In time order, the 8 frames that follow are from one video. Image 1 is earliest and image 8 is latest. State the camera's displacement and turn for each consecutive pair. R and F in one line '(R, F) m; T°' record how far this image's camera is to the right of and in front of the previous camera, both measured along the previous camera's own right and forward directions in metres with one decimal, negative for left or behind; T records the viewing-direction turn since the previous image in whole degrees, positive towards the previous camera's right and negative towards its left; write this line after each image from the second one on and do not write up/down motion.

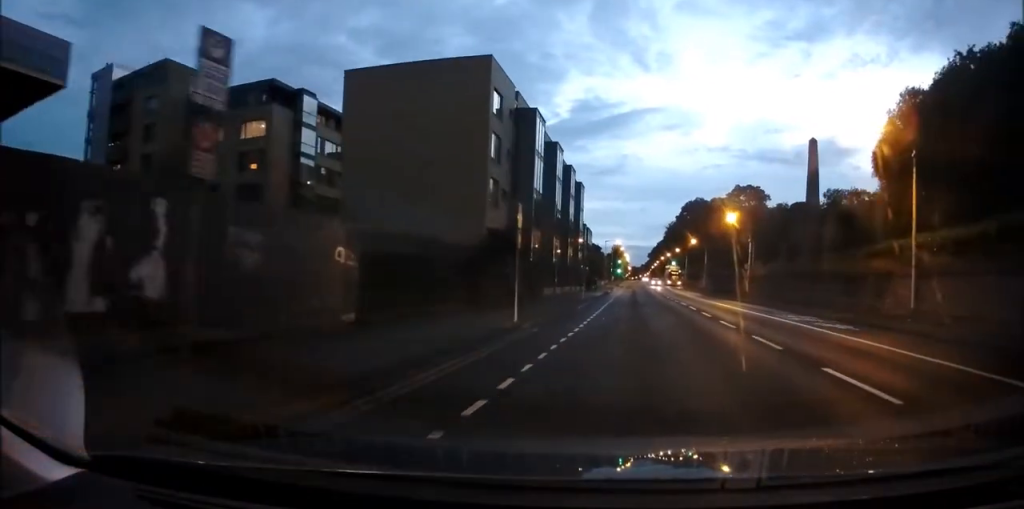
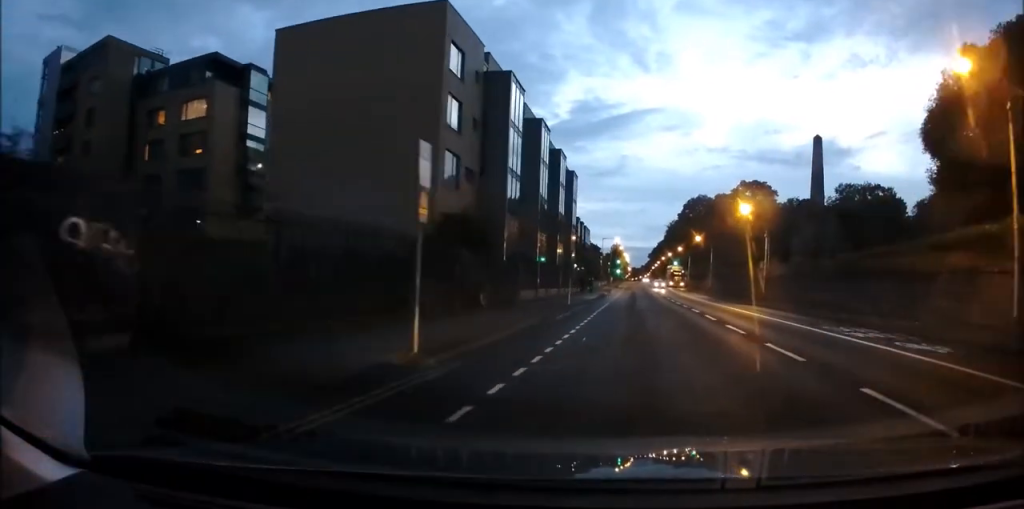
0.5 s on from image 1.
(-0.2, +7.7) m; -1°
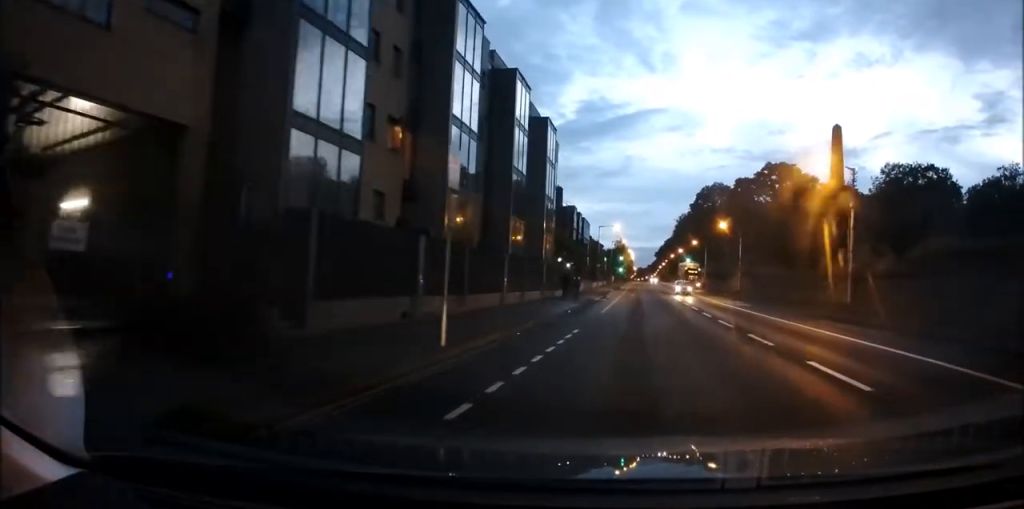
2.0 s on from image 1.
(0.0, +20.6) m; +2°
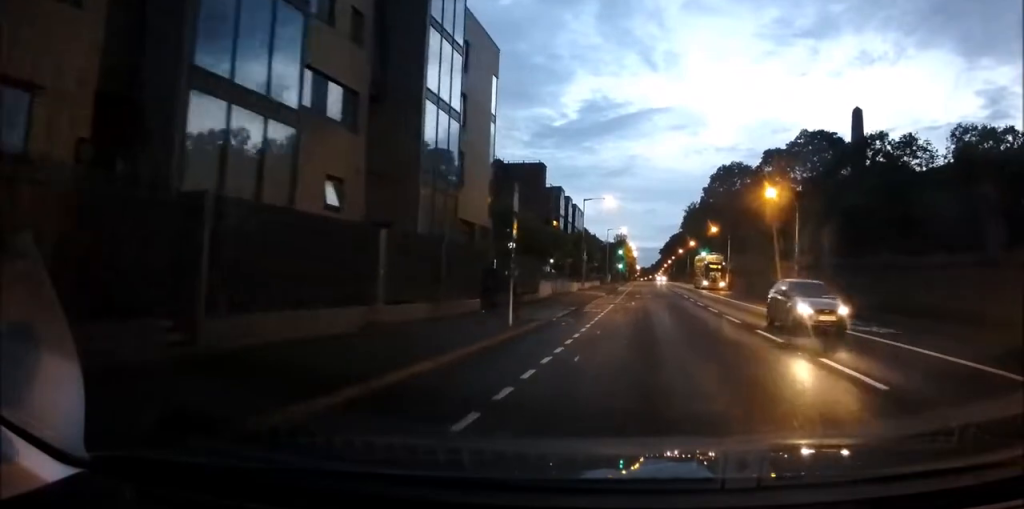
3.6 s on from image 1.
(0.0, +23.6) m; -2°
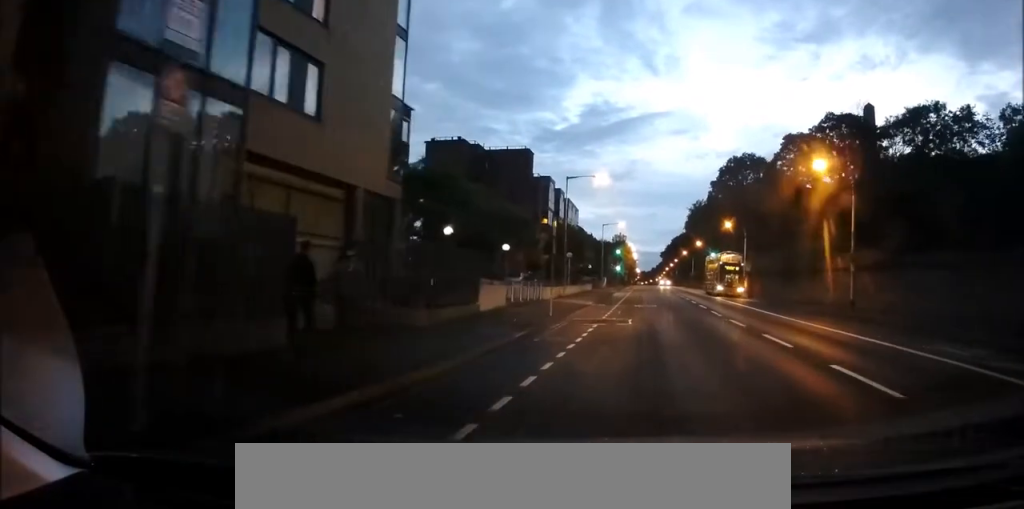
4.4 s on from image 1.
(-0.1, +12.1) m; 0°
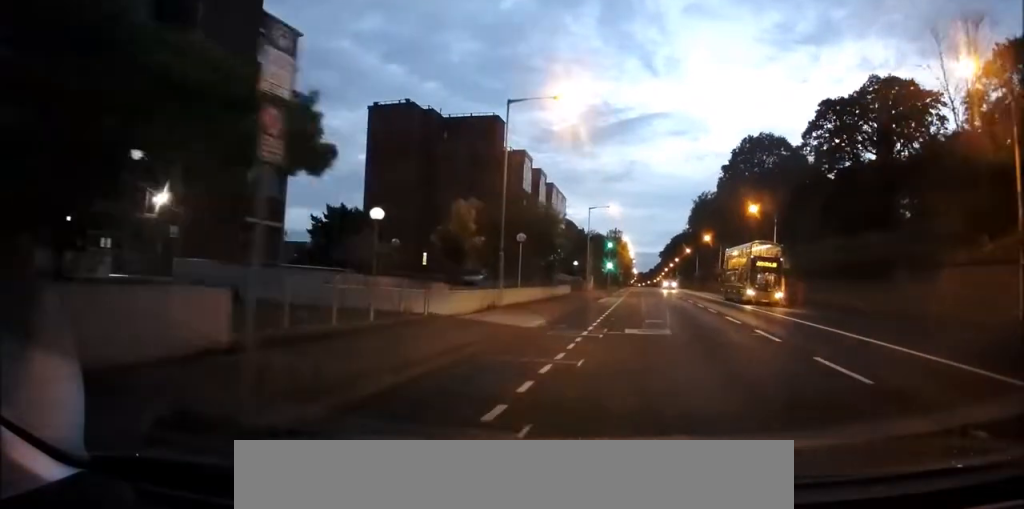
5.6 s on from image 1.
(0.0, +16.3) m; +2°
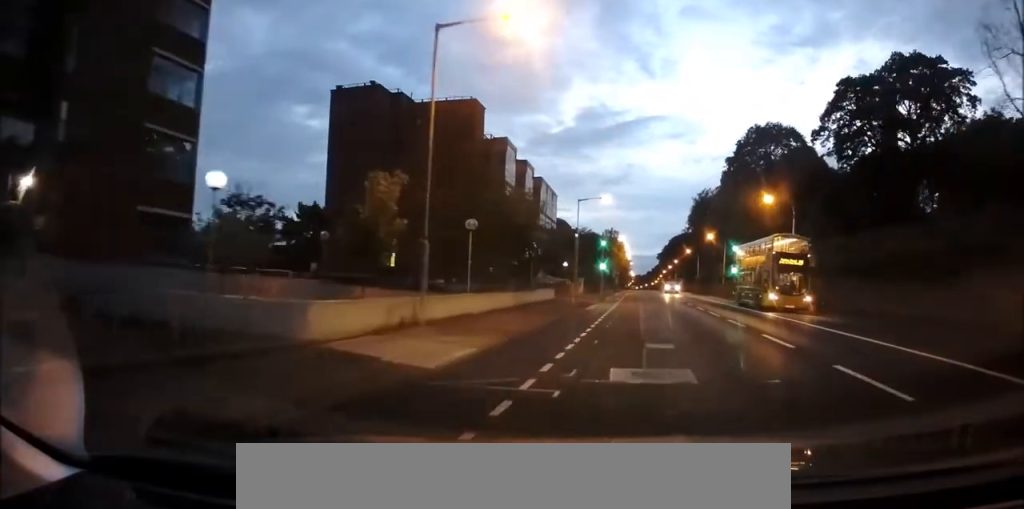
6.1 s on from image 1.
(+0.1, +7.2) m; 0°
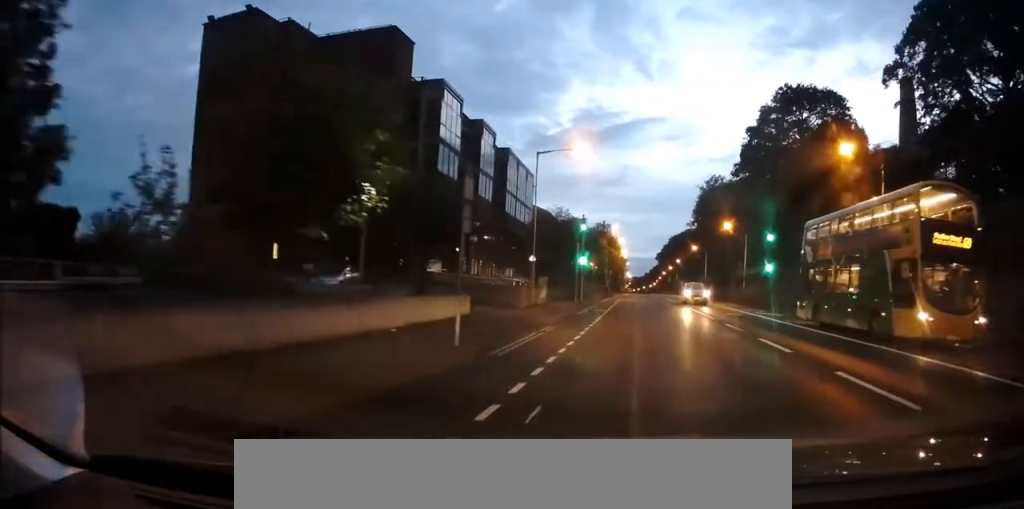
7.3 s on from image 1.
(+0.1, +17.8) m; 0°
